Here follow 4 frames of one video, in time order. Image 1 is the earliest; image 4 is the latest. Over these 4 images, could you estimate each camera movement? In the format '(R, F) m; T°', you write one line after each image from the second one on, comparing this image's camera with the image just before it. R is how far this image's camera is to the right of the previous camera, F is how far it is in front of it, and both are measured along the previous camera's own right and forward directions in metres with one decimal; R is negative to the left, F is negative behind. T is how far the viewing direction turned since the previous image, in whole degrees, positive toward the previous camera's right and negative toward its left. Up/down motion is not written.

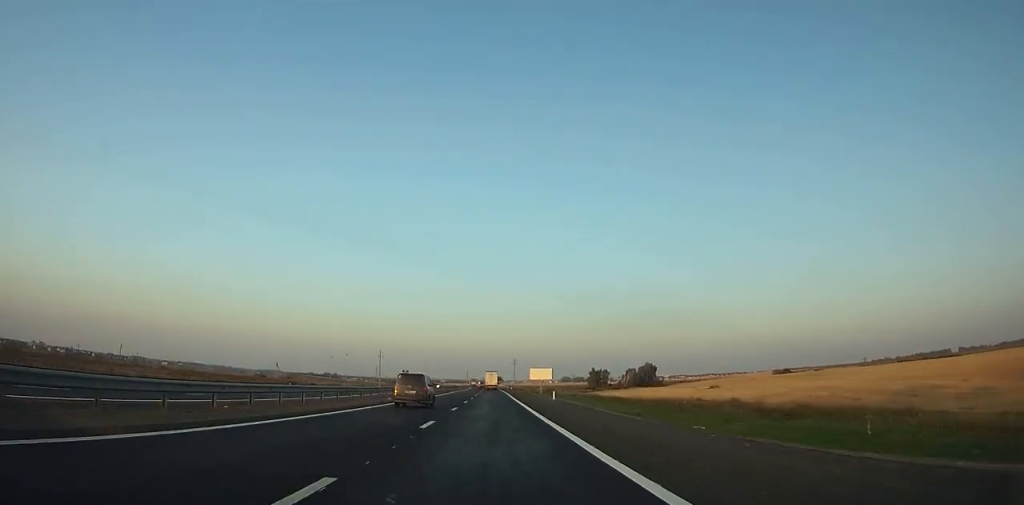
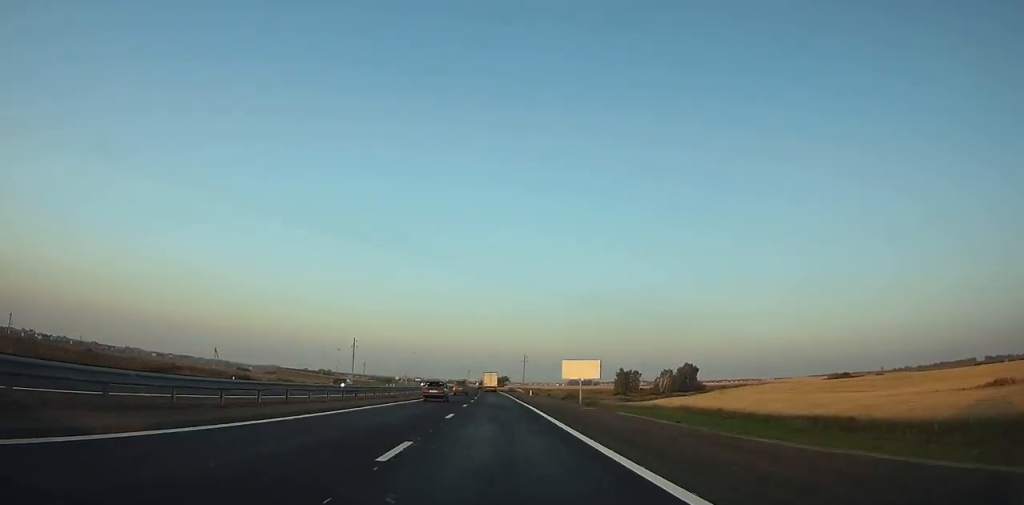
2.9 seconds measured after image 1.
(-0.1, +67.6) m; 0°
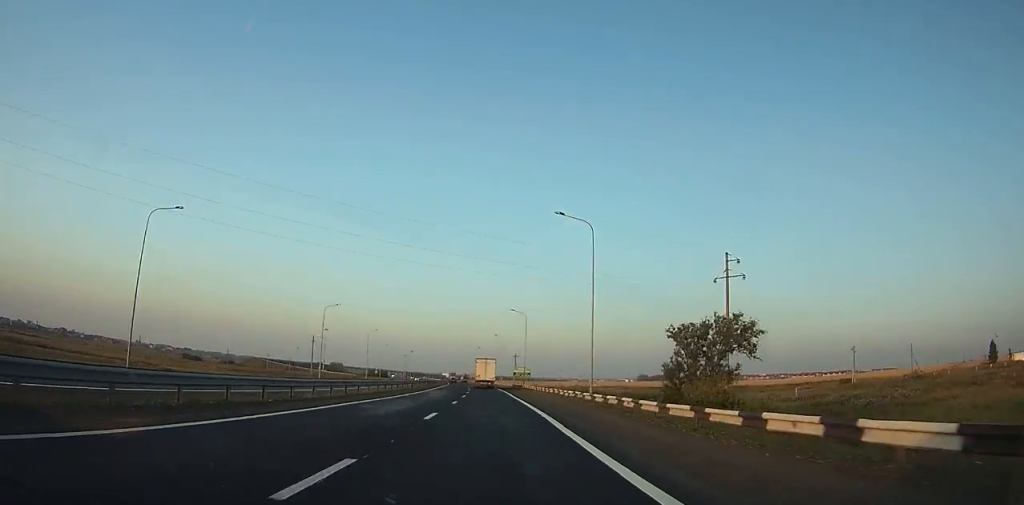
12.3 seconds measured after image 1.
(-6.4, +227.4) m; -5°
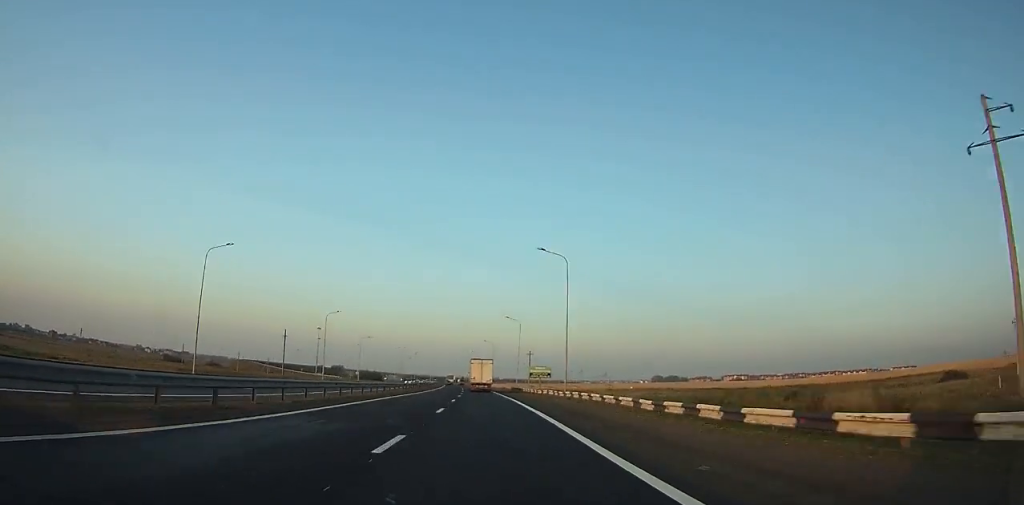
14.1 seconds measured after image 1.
(-0.7, +43.6) m; -1°
